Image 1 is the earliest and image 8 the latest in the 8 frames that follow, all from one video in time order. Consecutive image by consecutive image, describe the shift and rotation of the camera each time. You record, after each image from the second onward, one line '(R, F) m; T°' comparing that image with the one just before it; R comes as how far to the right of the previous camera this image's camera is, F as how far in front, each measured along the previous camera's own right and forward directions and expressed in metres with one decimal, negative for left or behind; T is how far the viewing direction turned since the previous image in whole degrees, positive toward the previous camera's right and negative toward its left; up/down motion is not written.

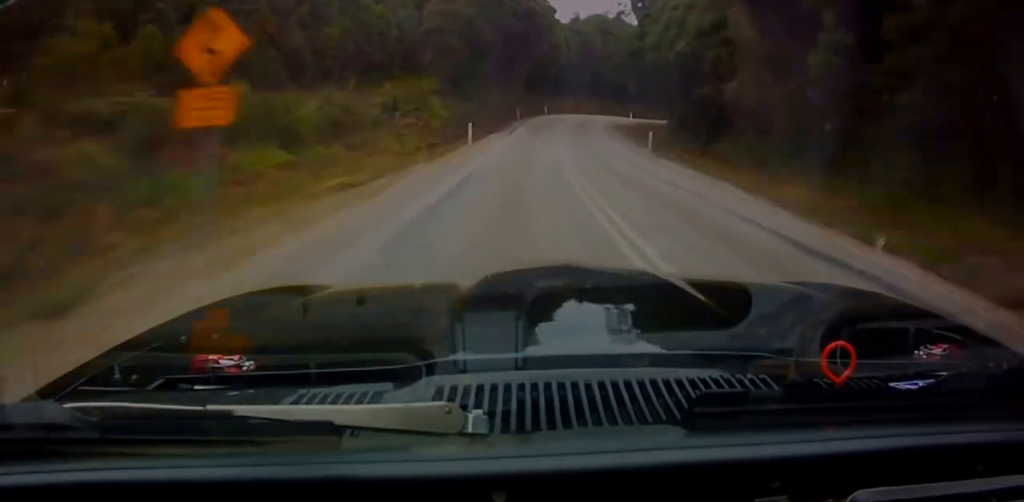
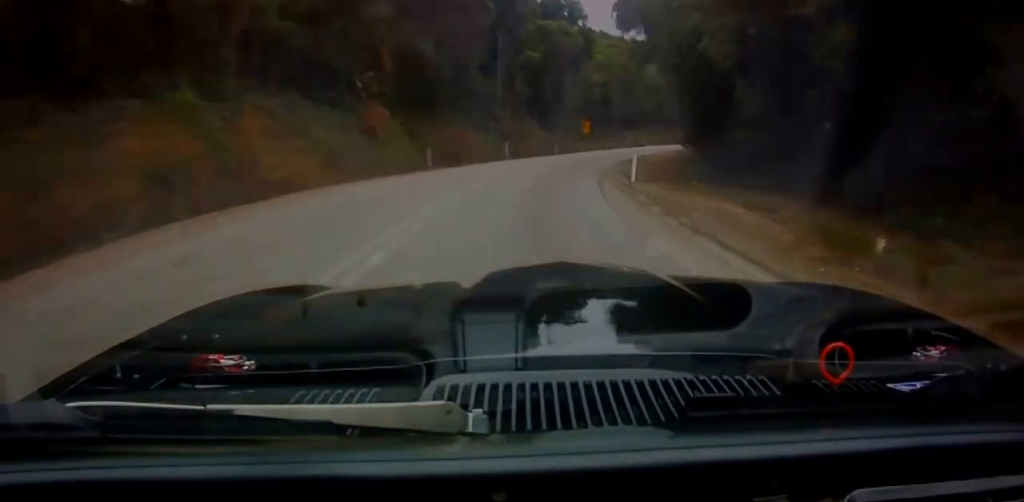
(+8.6, +71.1) m; +20°
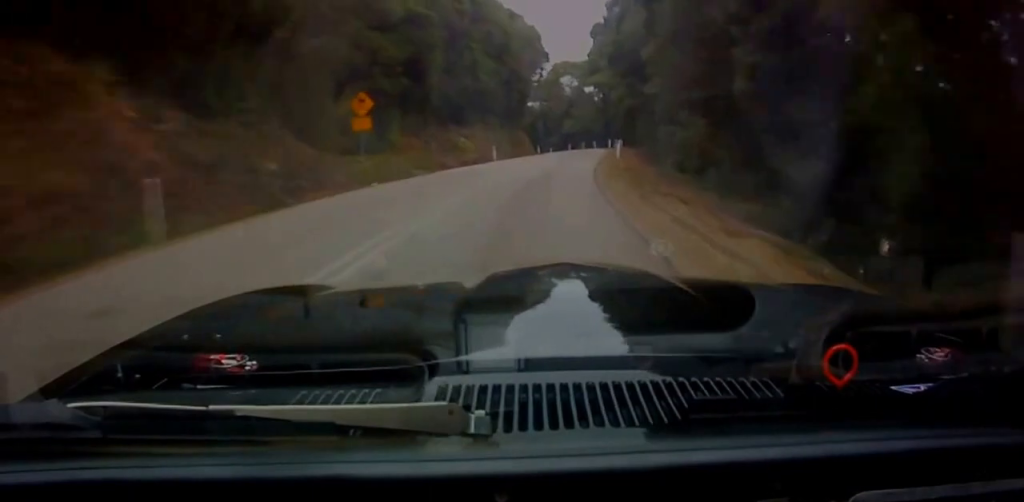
(+6.0, +37.5) m; +18°
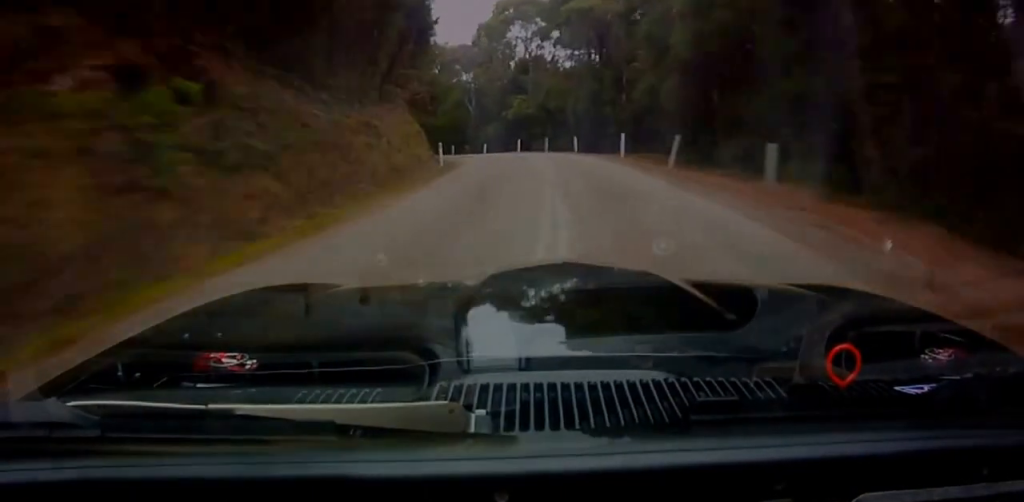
(+4.2, +38.9) m; +8°
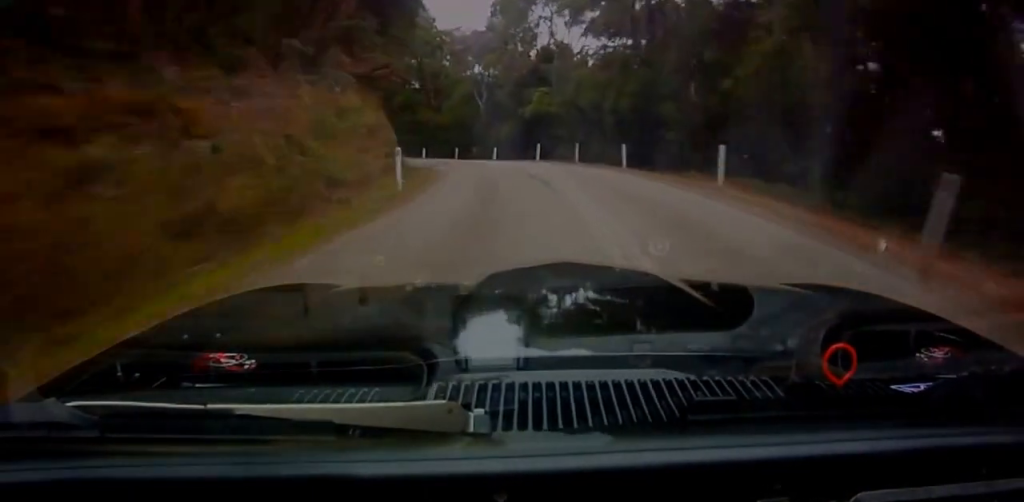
(+0.3, +12.7) m; +1°
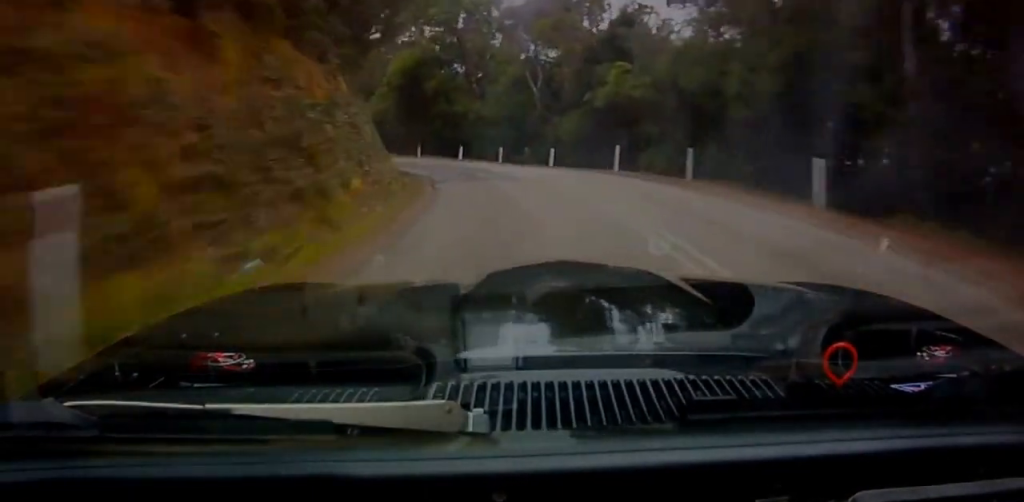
(+0.1, +14.2) m; 0°
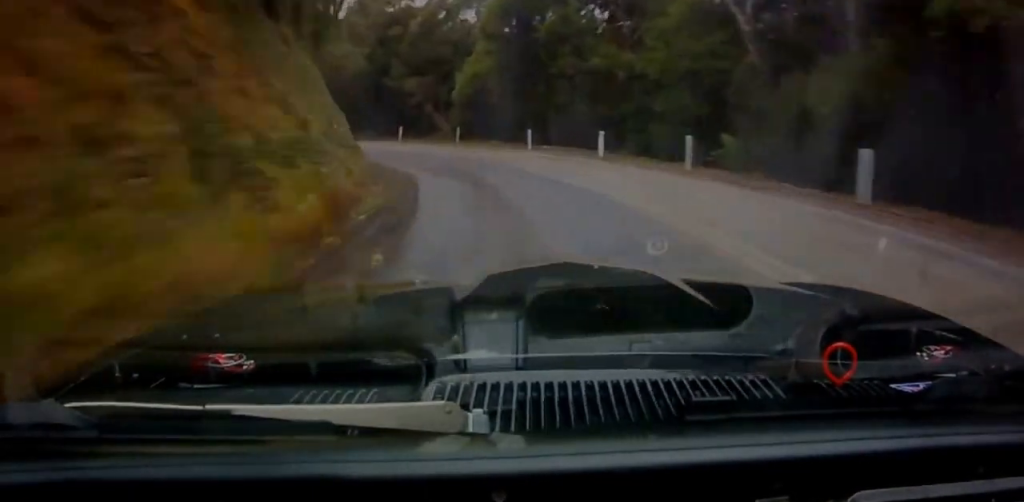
(0.0, +25.1) m; -1°
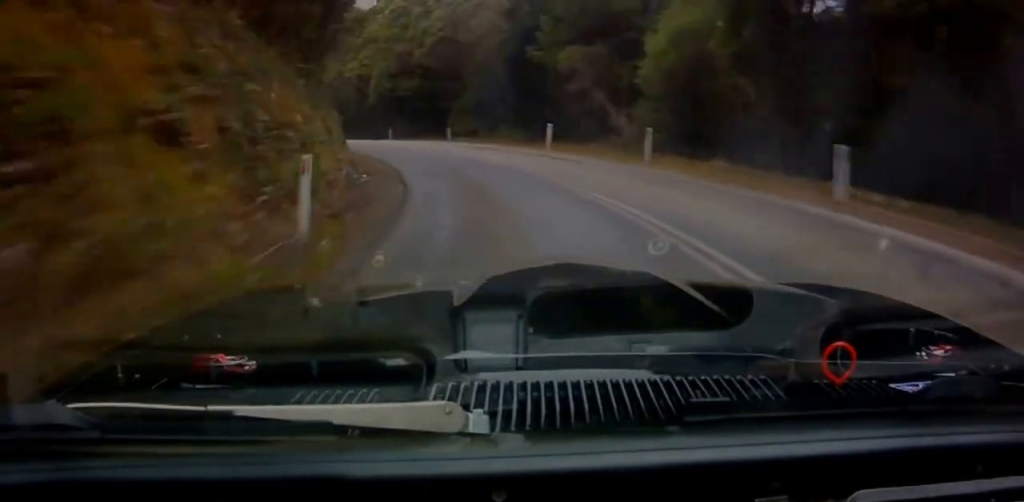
(+0.2, +23.5) m; -4°
